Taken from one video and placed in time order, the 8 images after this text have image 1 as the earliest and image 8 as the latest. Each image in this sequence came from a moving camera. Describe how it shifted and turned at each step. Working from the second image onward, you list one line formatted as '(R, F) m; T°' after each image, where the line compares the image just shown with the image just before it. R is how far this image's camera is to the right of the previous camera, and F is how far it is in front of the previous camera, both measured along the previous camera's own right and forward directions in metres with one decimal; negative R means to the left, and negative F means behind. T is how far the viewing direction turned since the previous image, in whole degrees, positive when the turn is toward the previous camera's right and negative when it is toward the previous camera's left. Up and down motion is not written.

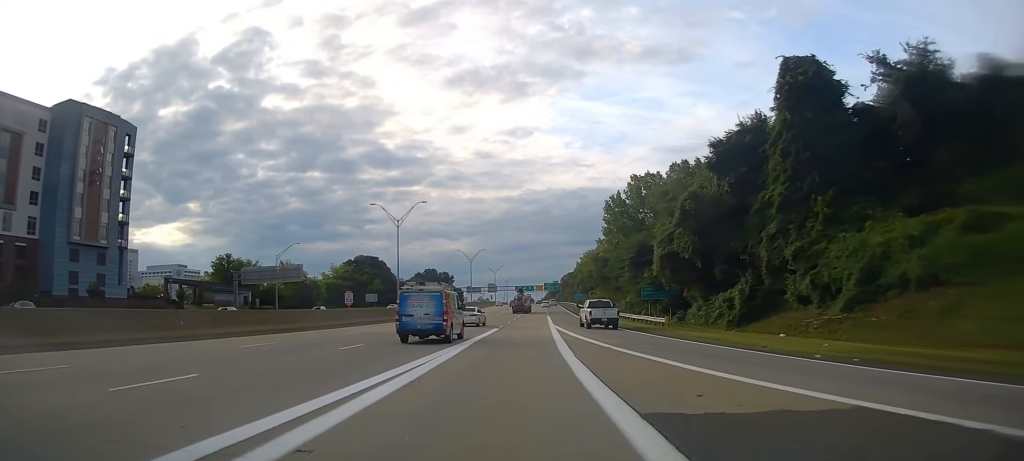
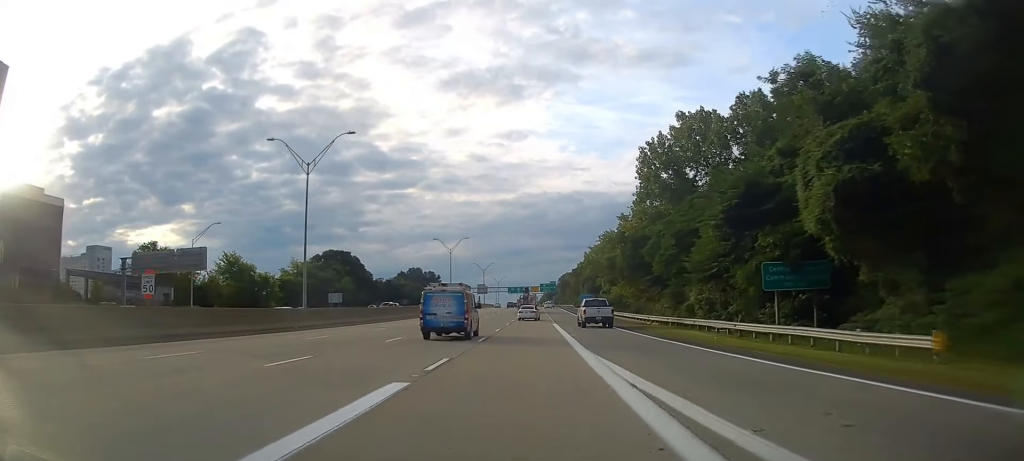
(+0.1, +31.2) m; 0°
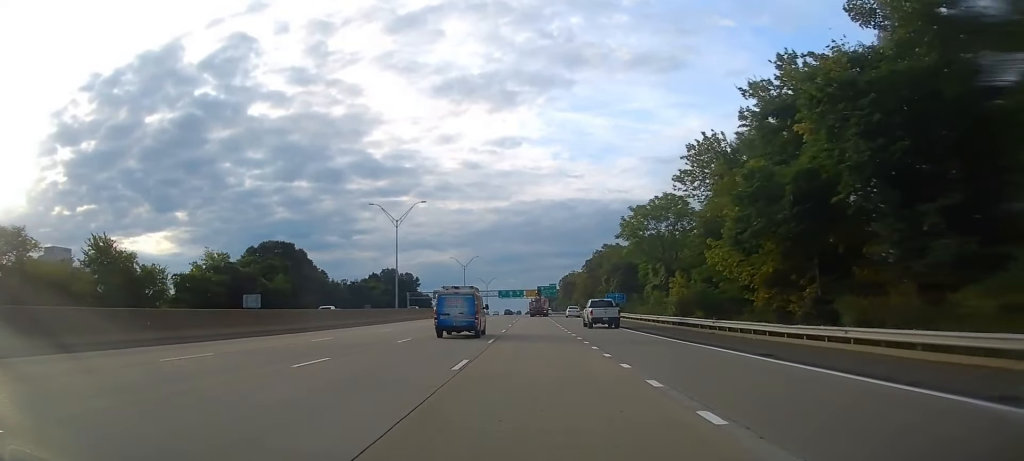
(+0.8, +47.7) m; +1°
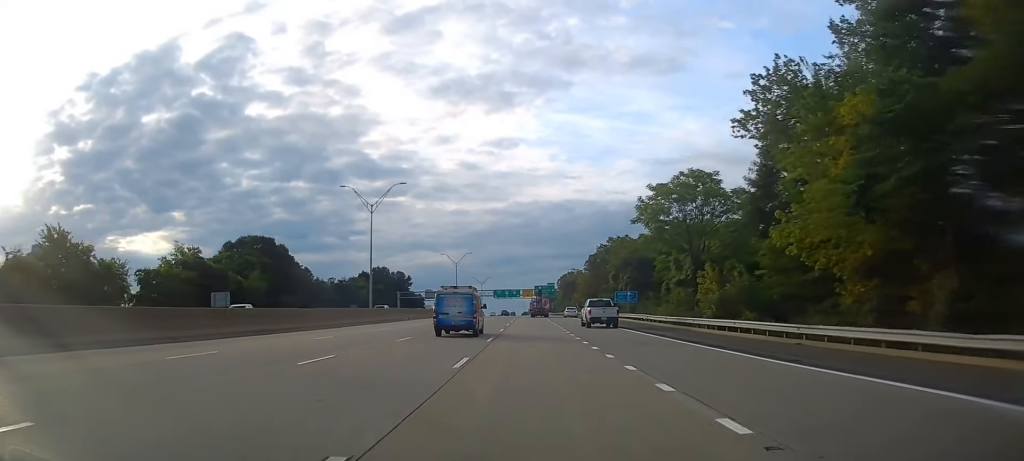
(0.0, +11.3) m; 0°
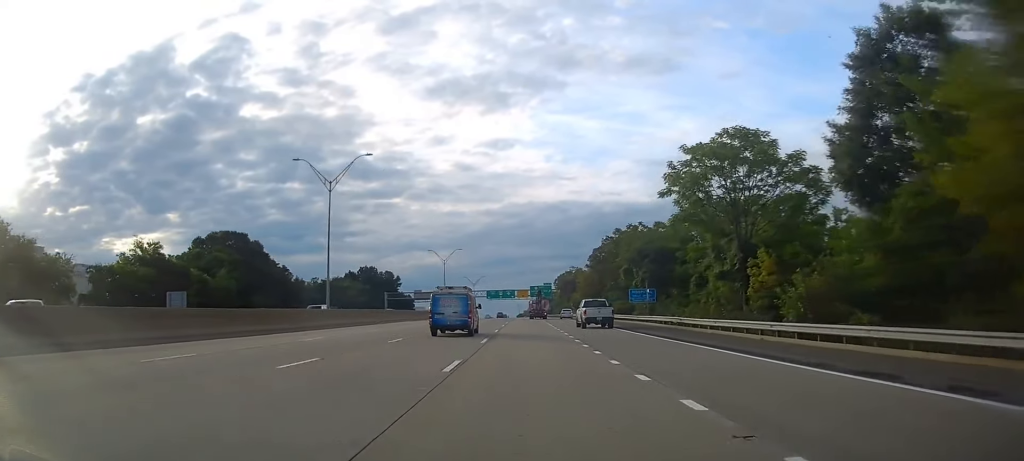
(-0.1, +13.0) m; 0°
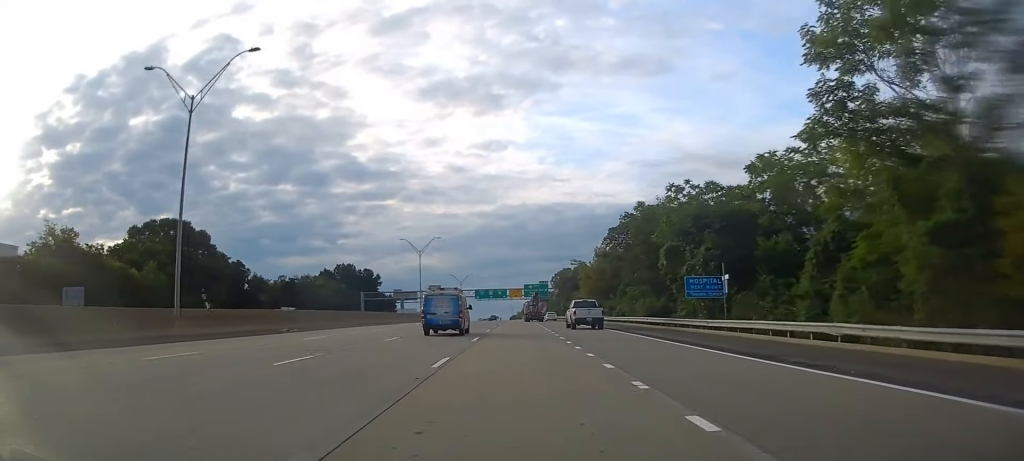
(0.0, +23.5) m; 0°
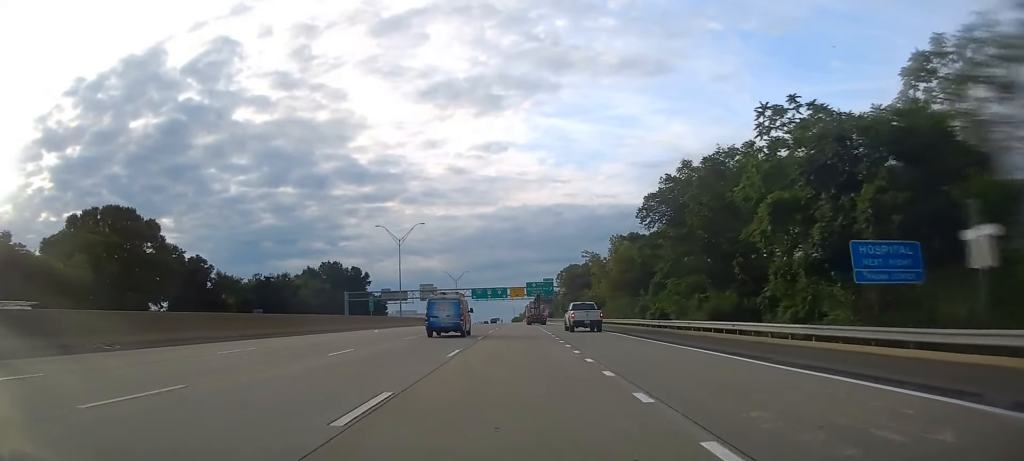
(0.0, +18.9) m; 0°
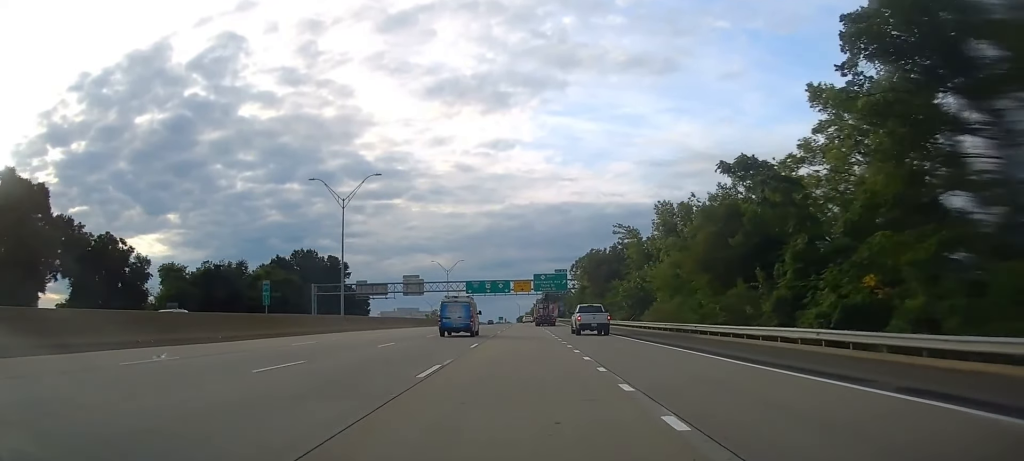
(-0.2, +30.9) m; 0°
